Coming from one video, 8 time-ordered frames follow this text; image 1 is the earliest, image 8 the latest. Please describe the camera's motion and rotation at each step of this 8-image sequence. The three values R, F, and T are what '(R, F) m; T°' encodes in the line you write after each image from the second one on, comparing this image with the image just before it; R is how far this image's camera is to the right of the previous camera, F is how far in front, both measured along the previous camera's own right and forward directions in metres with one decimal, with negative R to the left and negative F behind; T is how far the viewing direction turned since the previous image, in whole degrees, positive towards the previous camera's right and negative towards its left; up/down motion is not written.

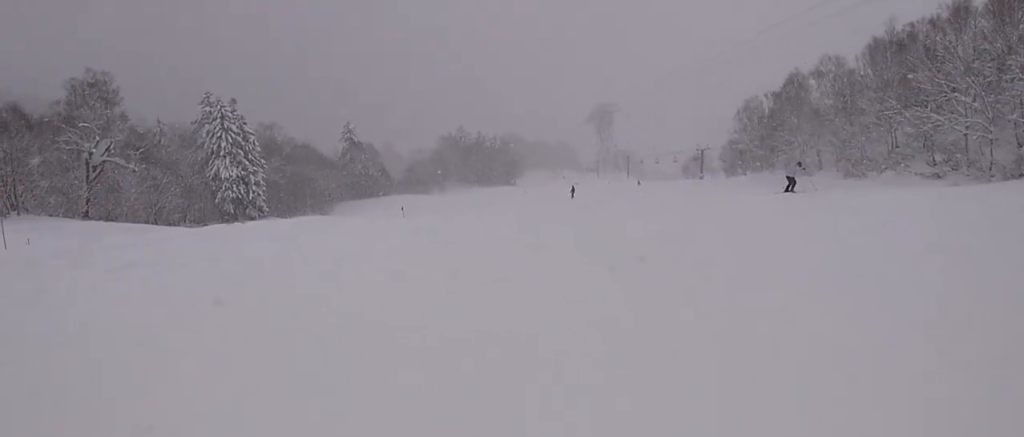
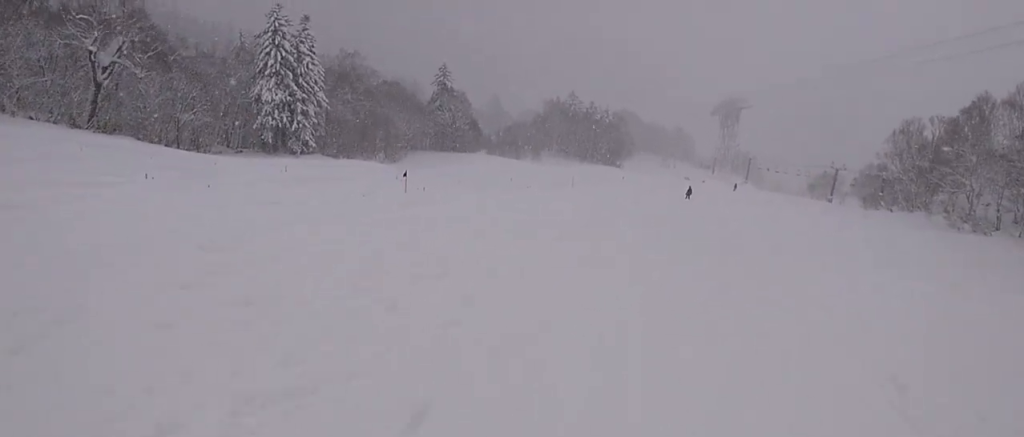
(-1.4, +14.4) m; -10°
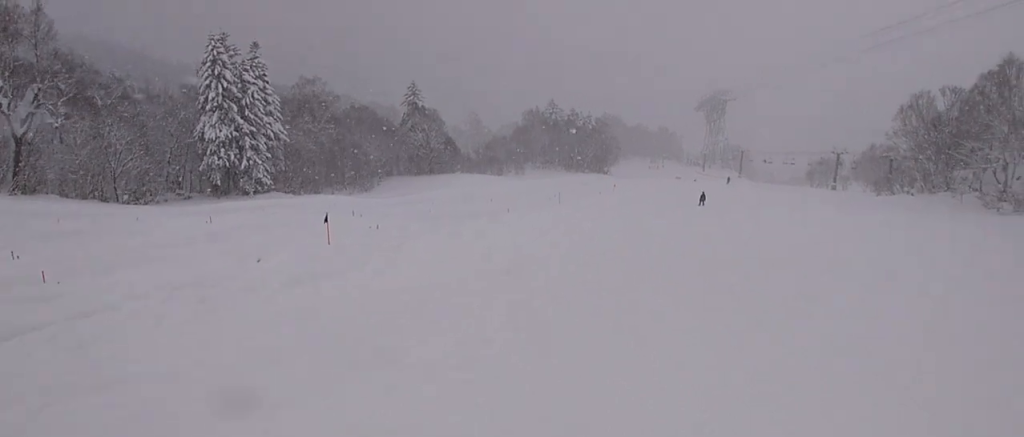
(-0.1, +7.7) m; +9°
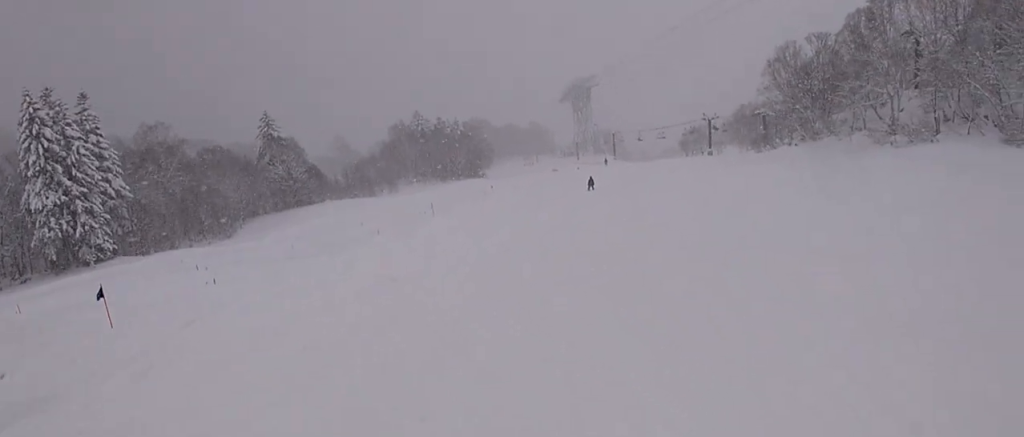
(+0.4, +5.1) m; +12°
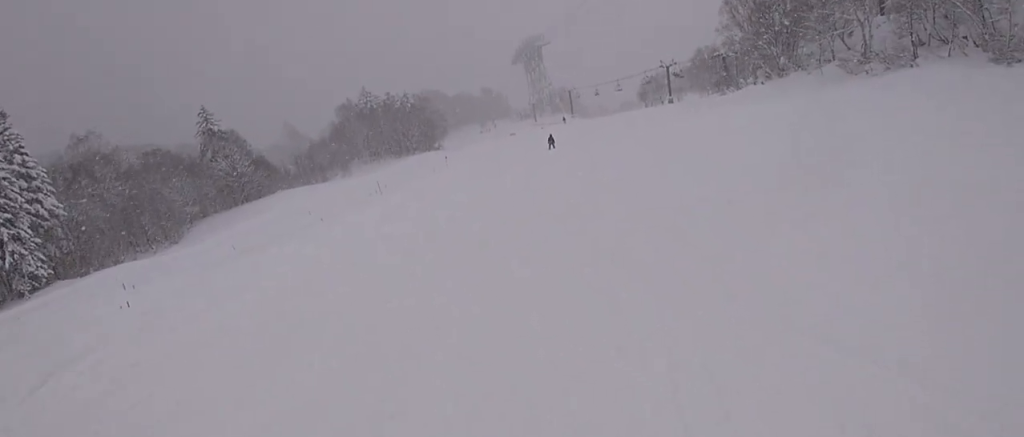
(+0.4, +3.4) m; +3°
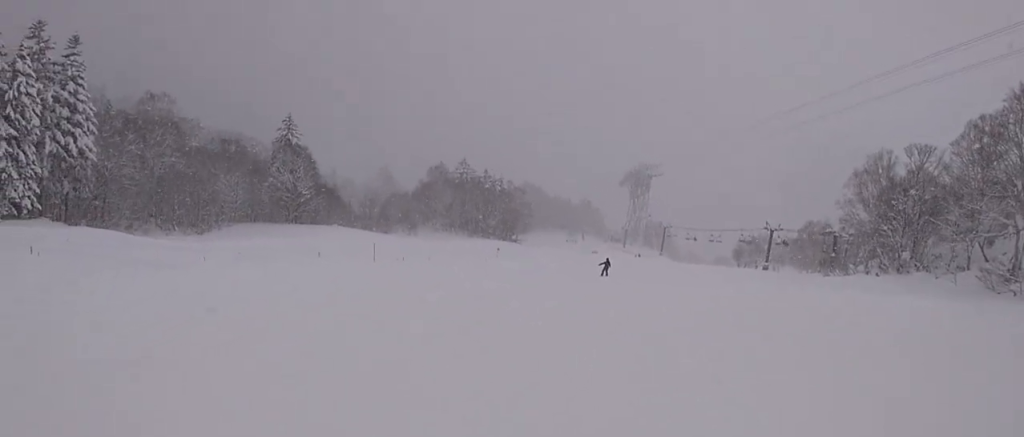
(+0.8, +10.2) m; -1°
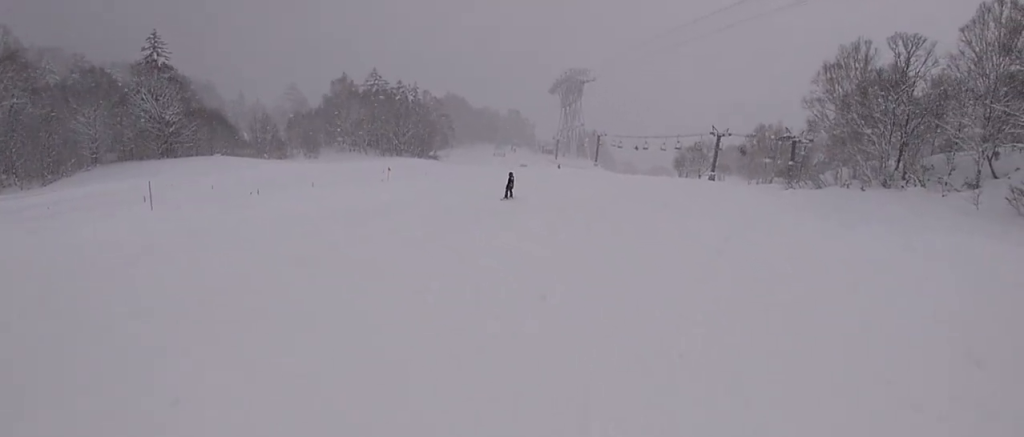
(-1.3, +11.1) m; -3°
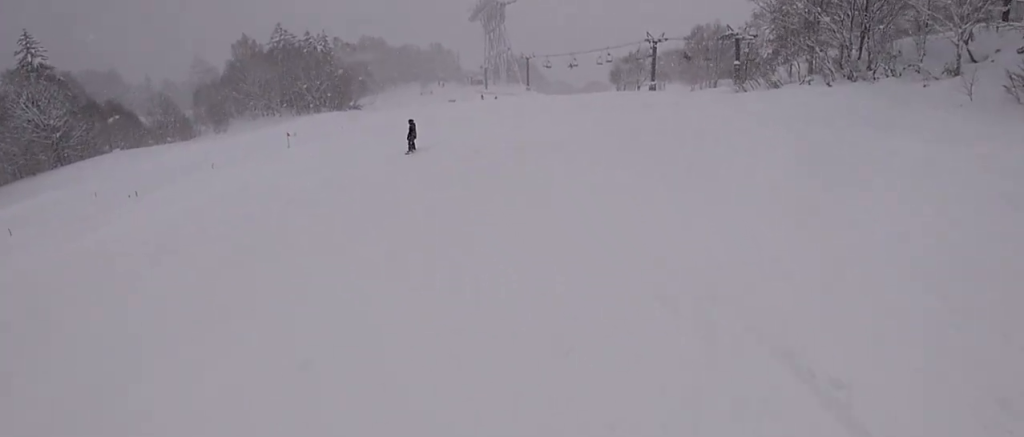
(+0.8, +5.7) m; +9°
